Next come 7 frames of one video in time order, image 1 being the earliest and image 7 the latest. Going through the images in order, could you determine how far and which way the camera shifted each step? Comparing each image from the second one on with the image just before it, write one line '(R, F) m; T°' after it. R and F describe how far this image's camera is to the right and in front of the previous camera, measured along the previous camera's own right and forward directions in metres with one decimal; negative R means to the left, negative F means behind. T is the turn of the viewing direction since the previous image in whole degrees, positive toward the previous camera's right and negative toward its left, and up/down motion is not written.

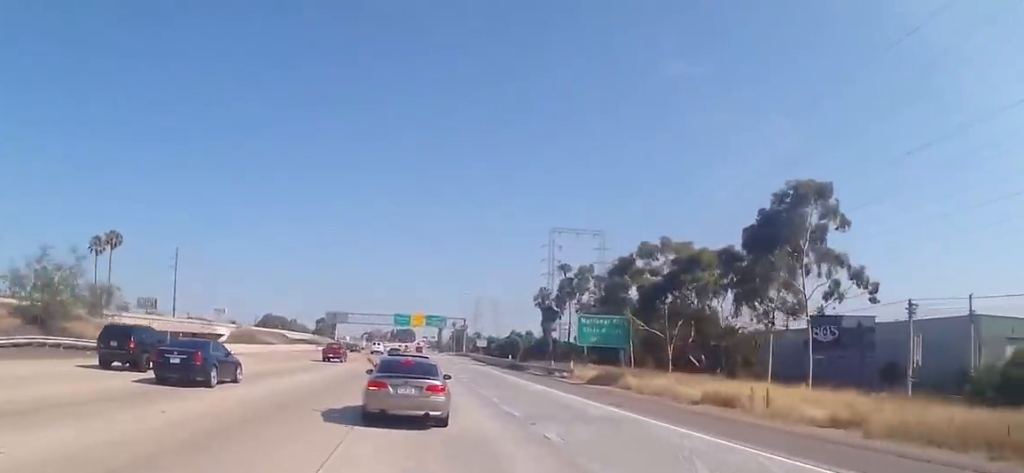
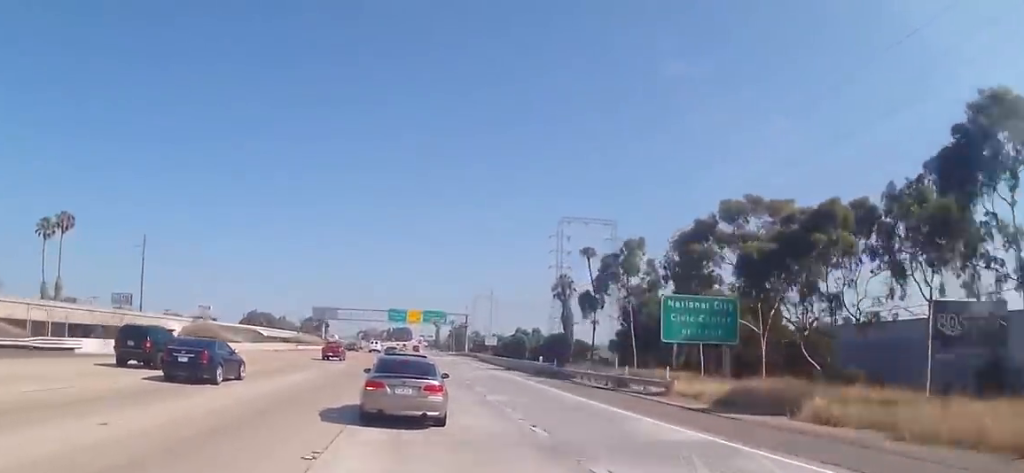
(0.0, +17.5) m; 0°
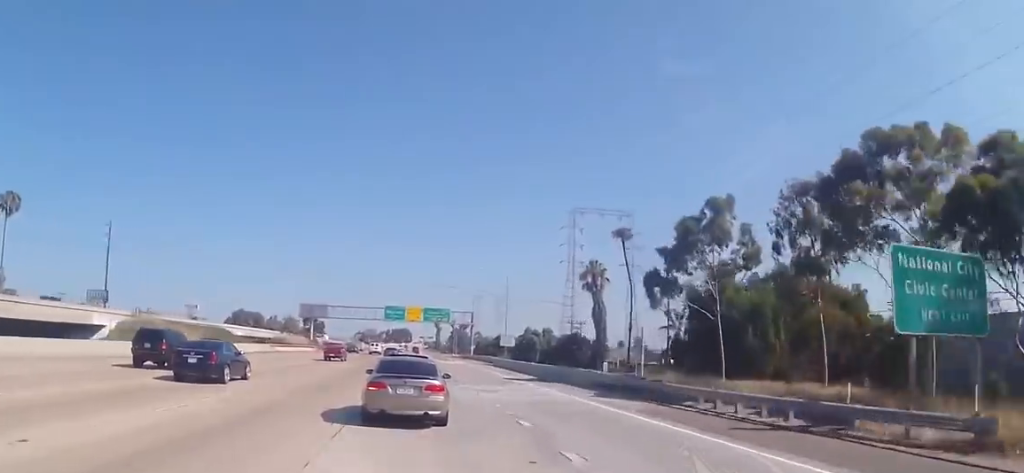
(0.0, +16.4) m; 0°
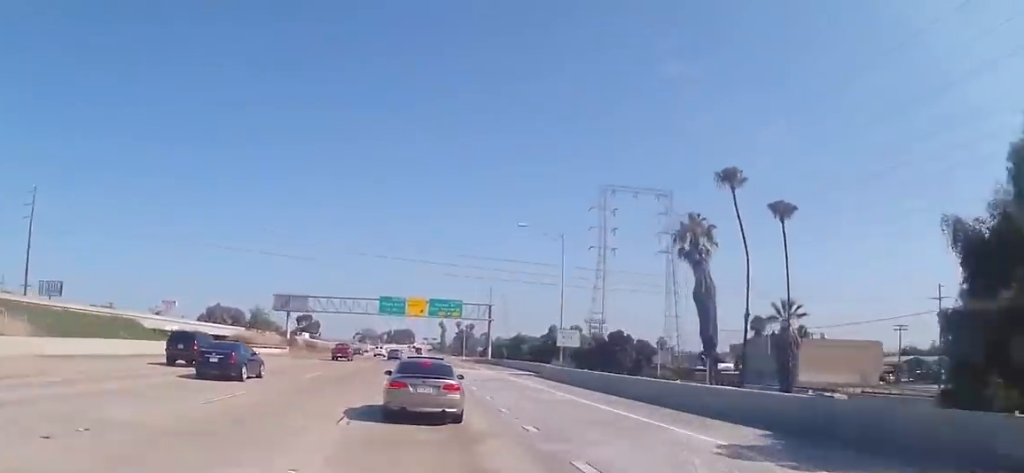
(+0.1, +27.9) m; 0°
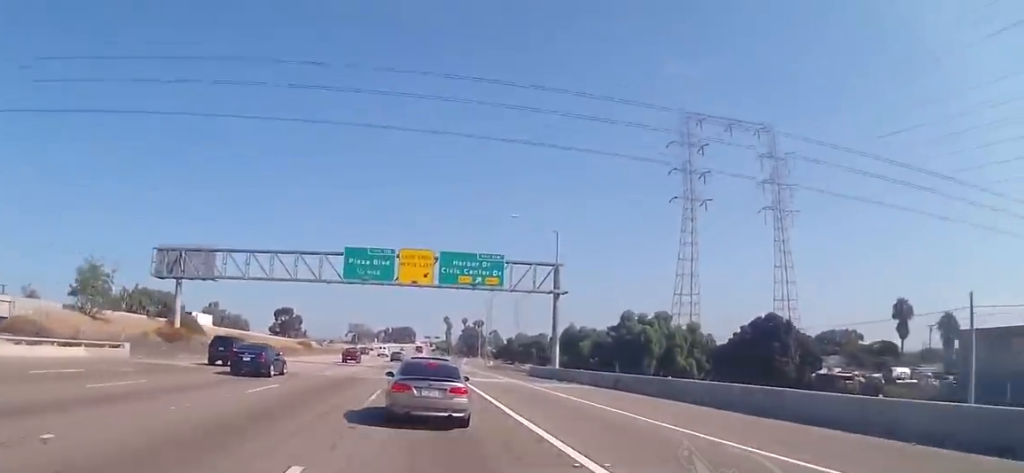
(0.0, +51.4) m; 0°
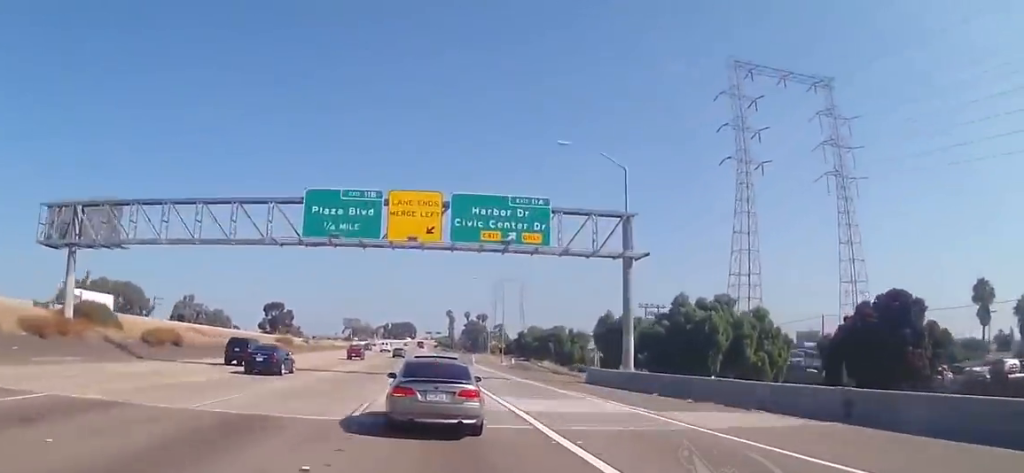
(-0.3, +20.0) m; 0°
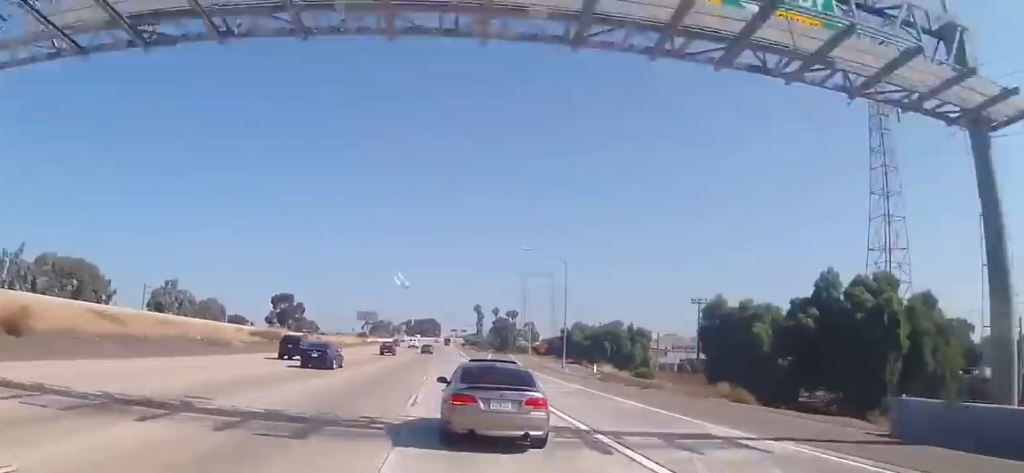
(+0.2, +26.7) m; -1°
